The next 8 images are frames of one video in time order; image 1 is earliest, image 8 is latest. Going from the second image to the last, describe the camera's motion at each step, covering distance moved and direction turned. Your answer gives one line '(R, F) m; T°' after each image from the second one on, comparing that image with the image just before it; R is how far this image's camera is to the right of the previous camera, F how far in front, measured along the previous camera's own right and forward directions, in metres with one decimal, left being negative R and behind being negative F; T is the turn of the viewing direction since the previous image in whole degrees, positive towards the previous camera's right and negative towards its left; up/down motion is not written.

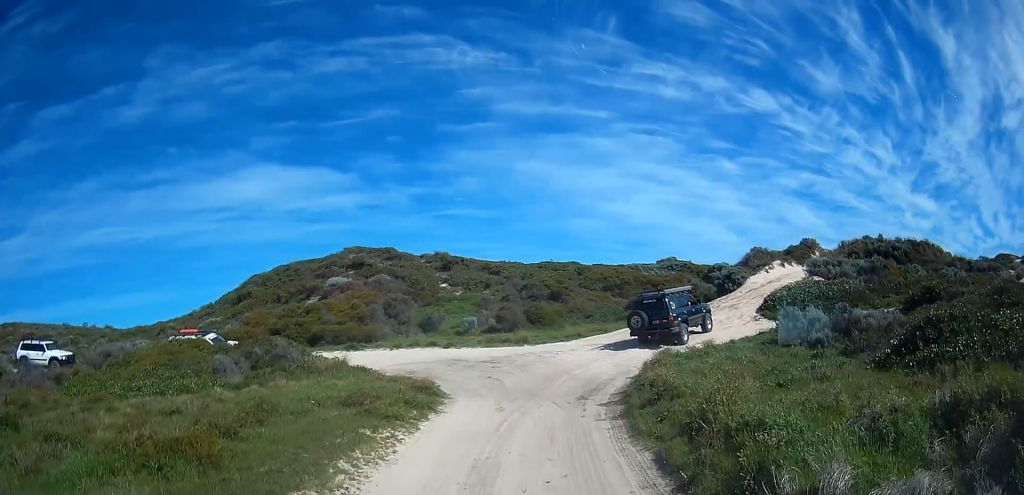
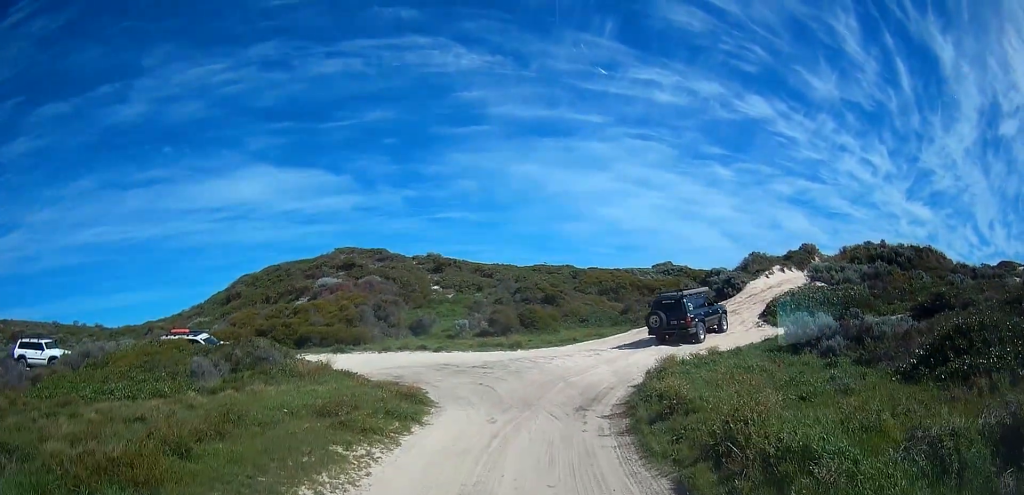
(0.0, +1.3) m; 0°
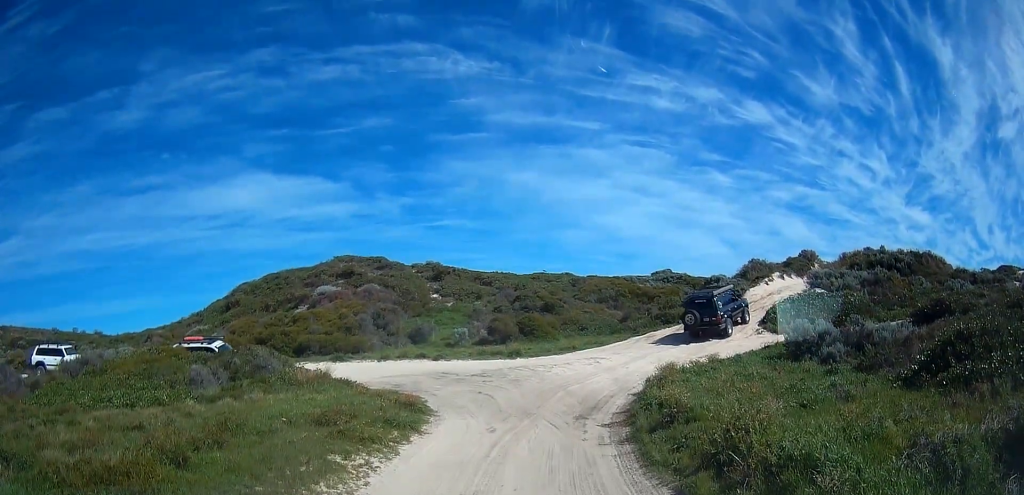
(+0.2, +0.8) m; 0°
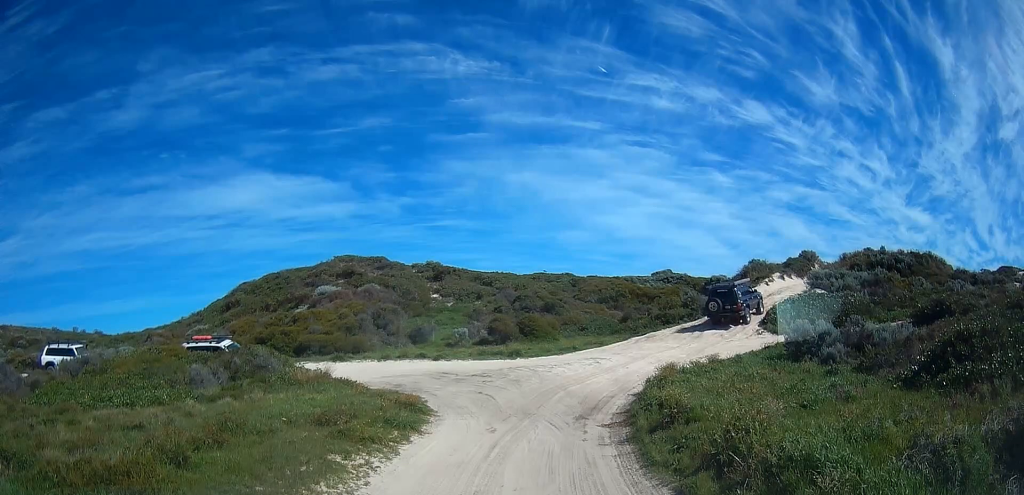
(0.0, +0.1) m; 0°
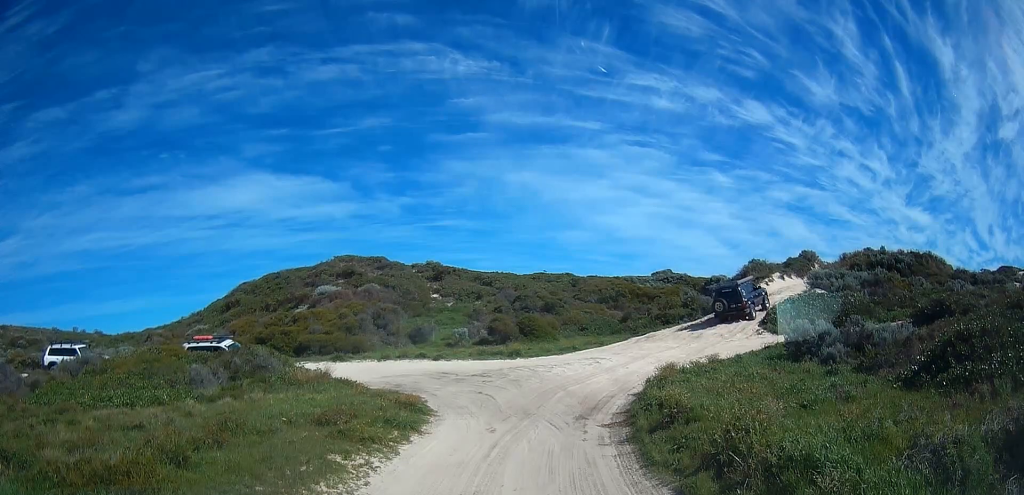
(0.0, 0.0) m; 0°
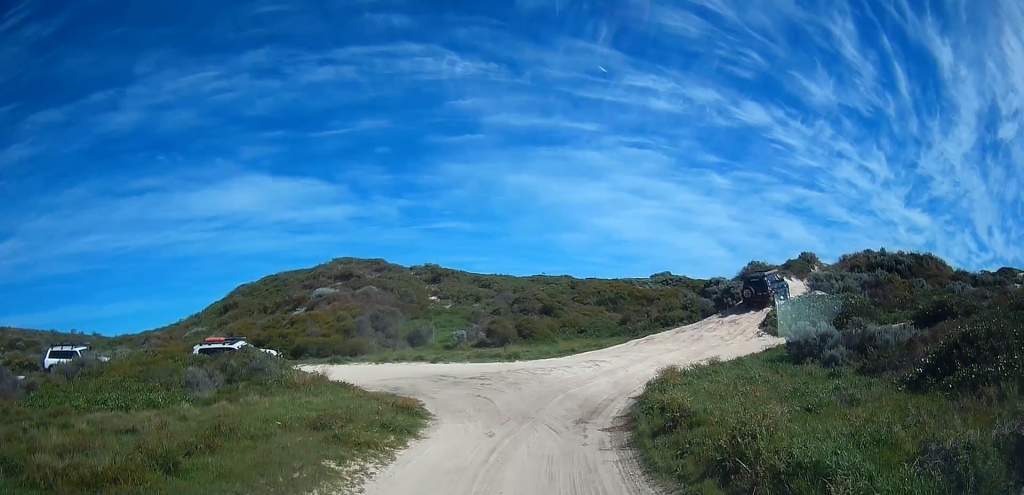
(0.0, +0.3) m; 0°
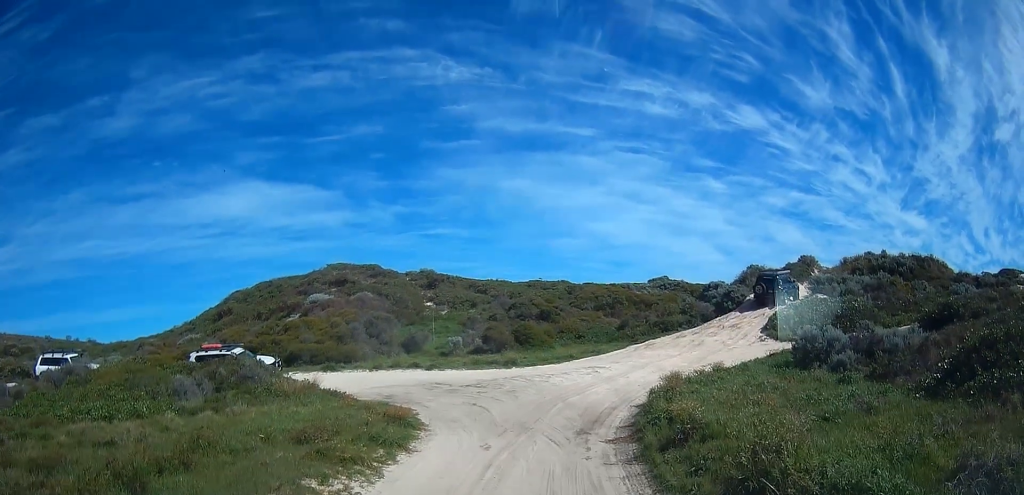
(+0.1, +0.6) m; +5°
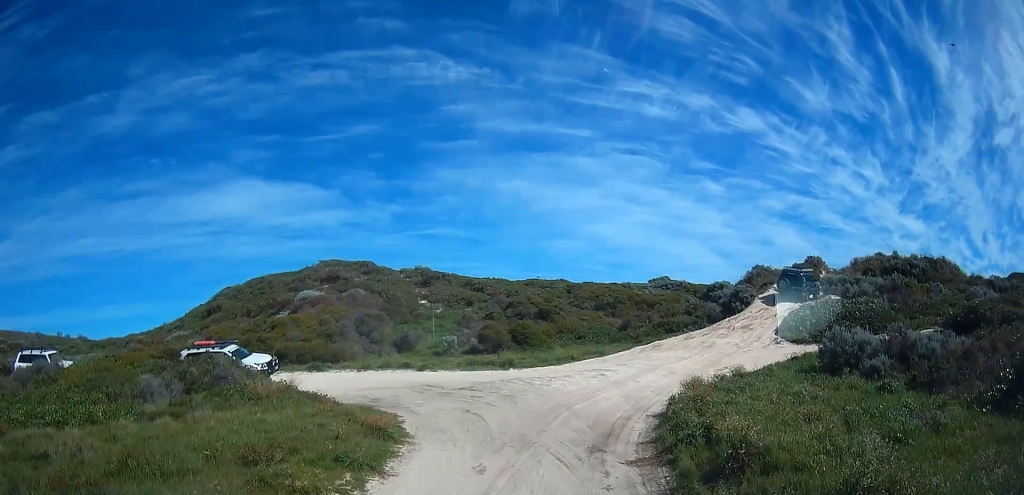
(0.0, +1.4) m; +4°
